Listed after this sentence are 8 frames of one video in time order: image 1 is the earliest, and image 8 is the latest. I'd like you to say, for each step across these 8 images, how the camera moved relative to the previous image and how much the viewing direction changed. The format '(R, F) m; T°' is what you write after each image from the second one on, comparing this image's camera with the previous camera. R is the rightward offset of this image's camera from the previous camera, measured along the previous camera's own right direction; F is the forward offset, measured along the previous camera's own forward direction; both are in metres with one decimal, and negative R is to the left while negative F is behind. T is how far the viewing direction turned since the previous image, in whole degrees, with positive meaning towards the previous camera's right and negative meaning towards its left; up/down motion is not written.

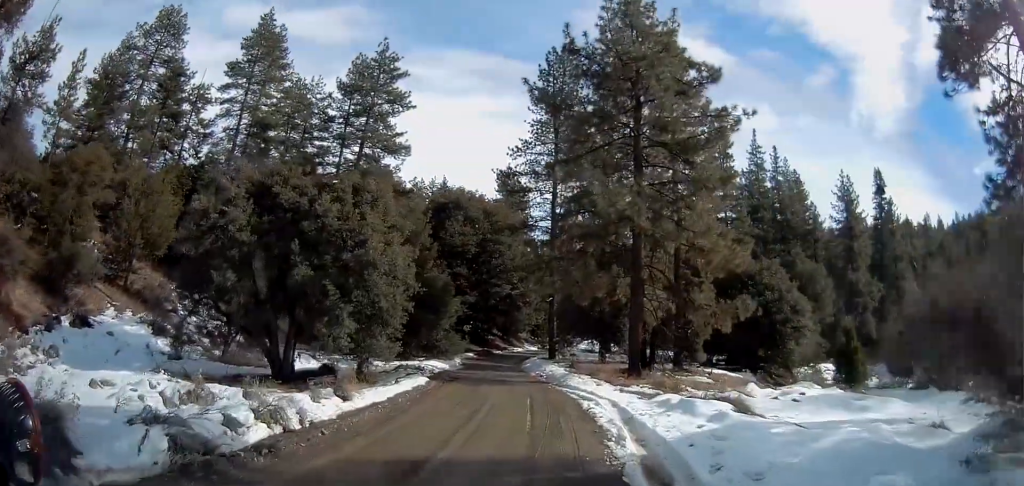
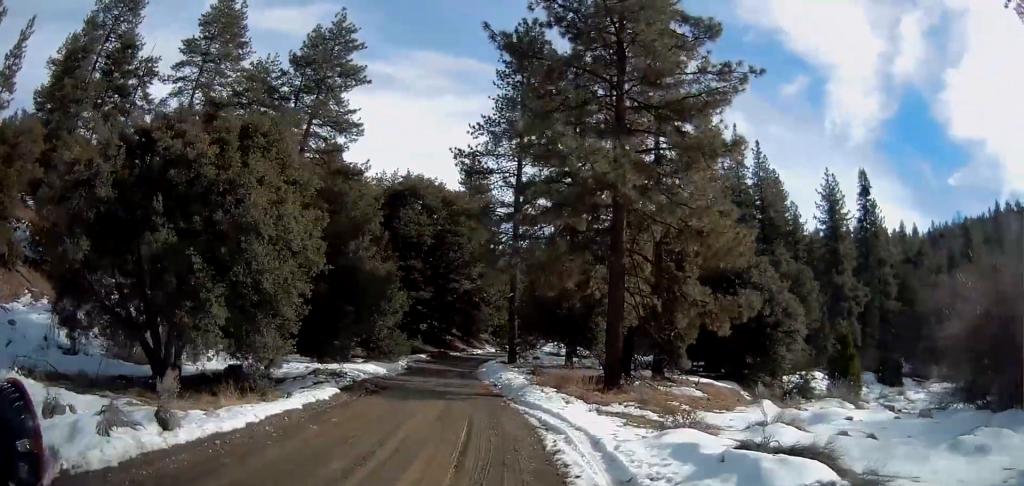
(0.0, +5.9) m; -3°
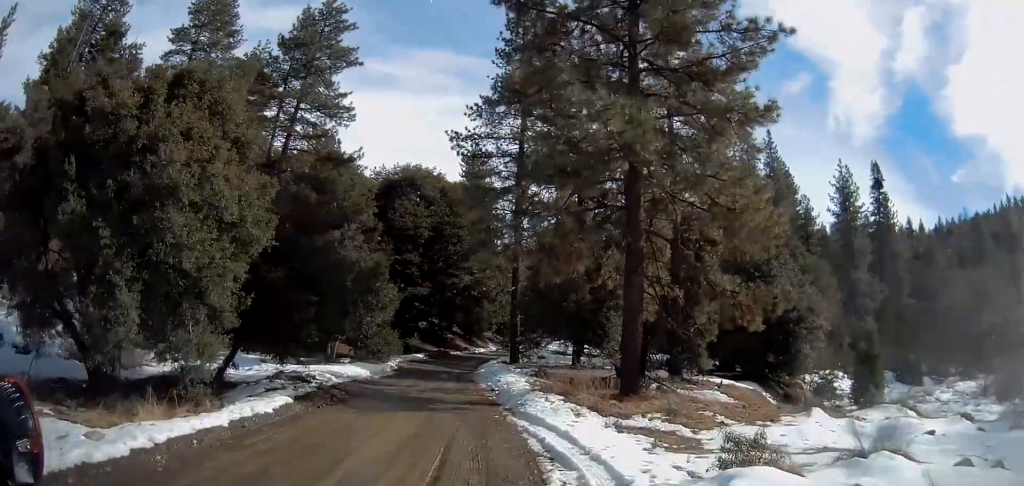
(-0.1, +3.5) m; -4°
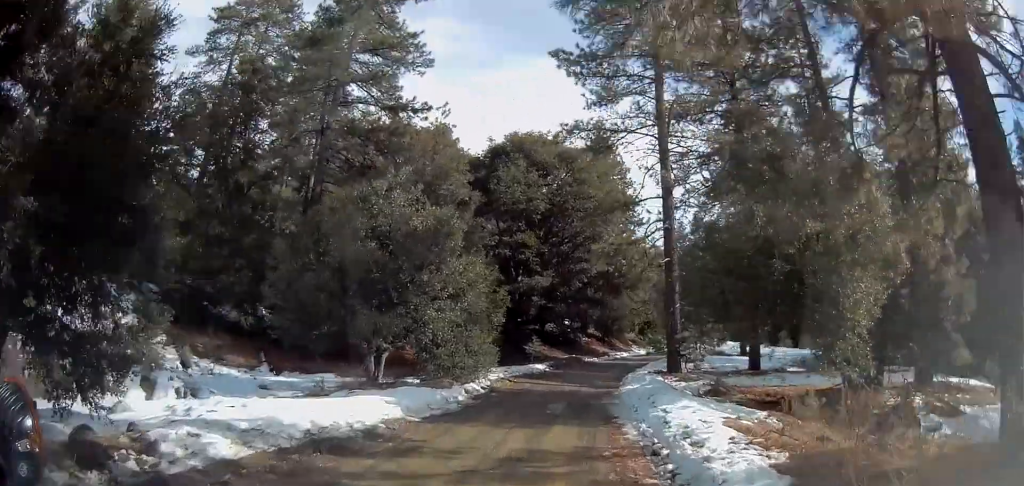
(-1.0, +12.9) m; -8°
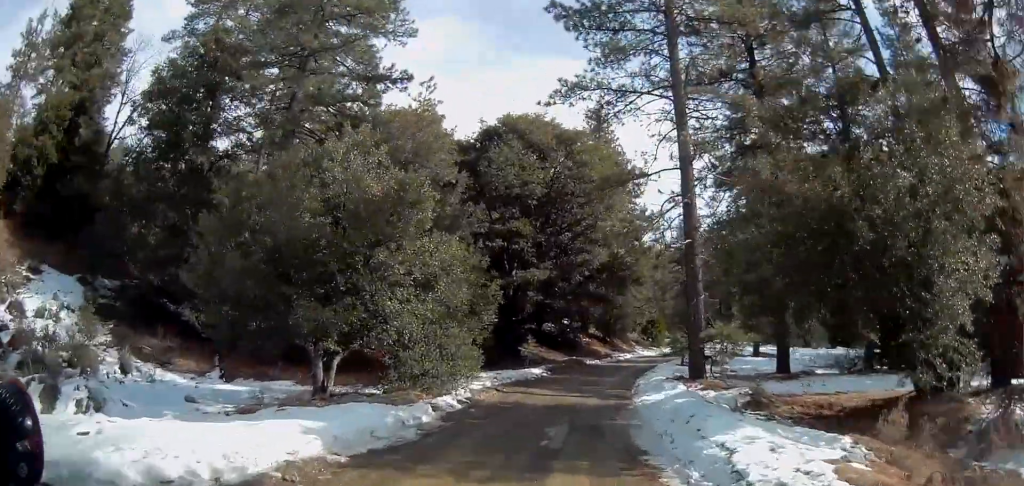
(-0.2, +4.5) m; -1°
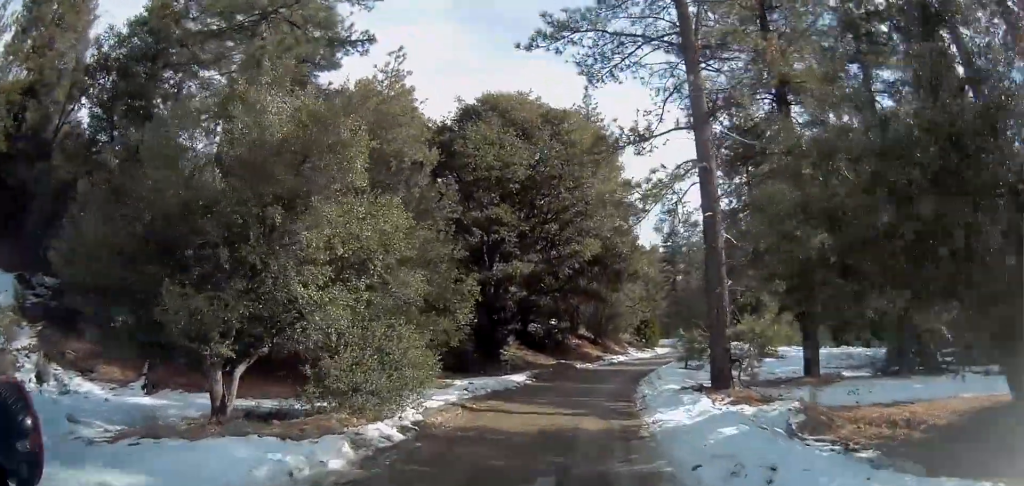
(0.0, +4.7) m; +1°
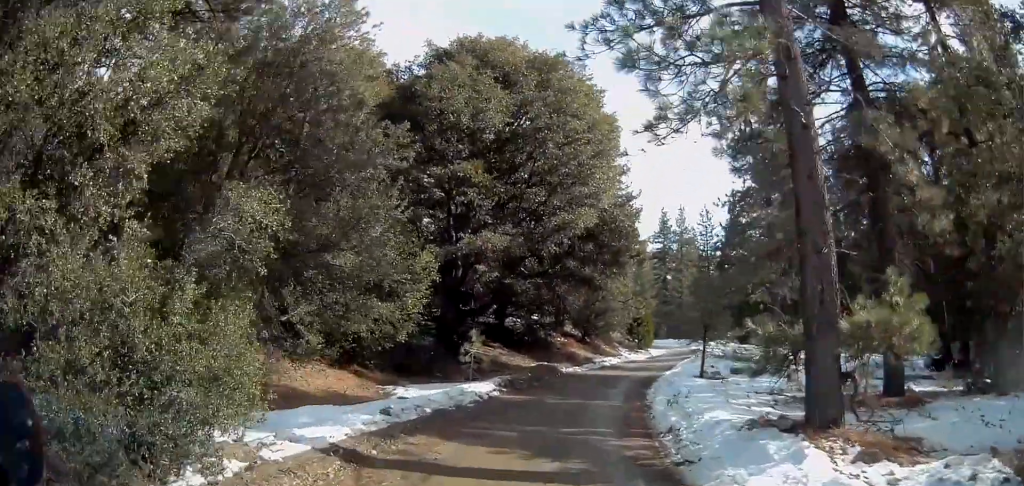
(+0.1, +7.7) m; +2°
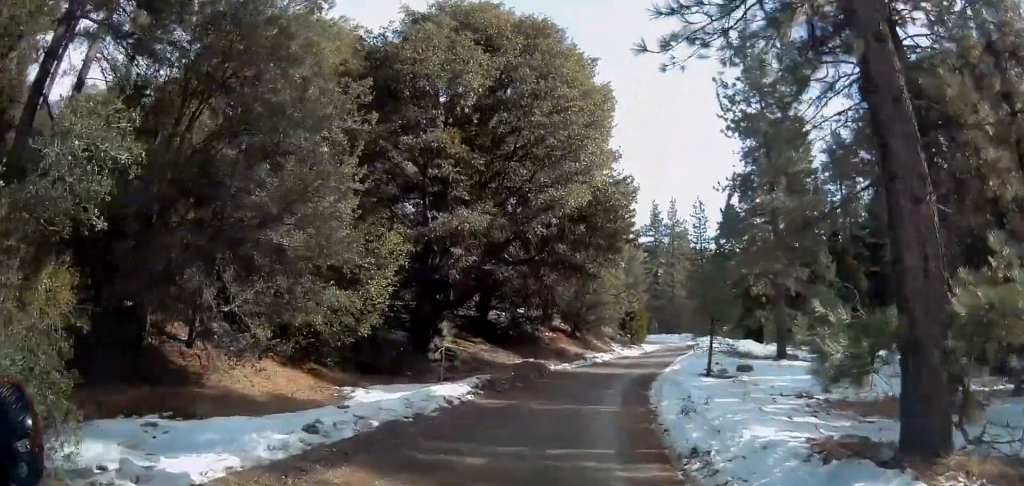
(0.0, +3.0) m; +2°
